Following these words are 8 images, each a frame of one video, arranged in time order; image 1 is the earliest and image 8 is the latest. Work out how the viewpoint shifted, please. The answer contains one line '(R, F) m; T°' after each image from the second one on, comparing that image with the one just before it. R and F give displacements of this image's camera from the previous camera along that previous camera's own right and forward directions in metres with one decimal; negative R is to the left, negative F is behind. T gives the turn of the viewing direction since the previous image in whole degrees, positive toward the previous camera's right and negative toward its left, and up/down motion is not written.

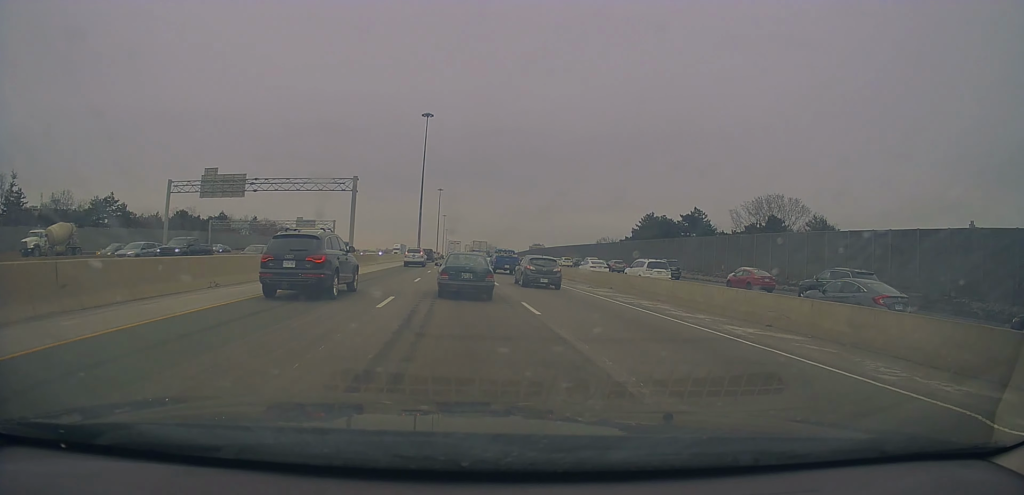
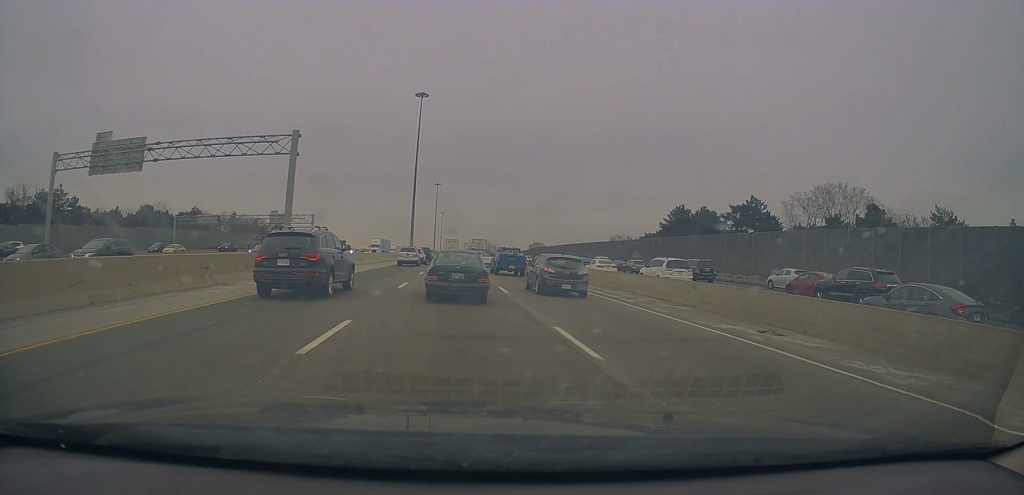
(+0.5, +17.7) m; +2°
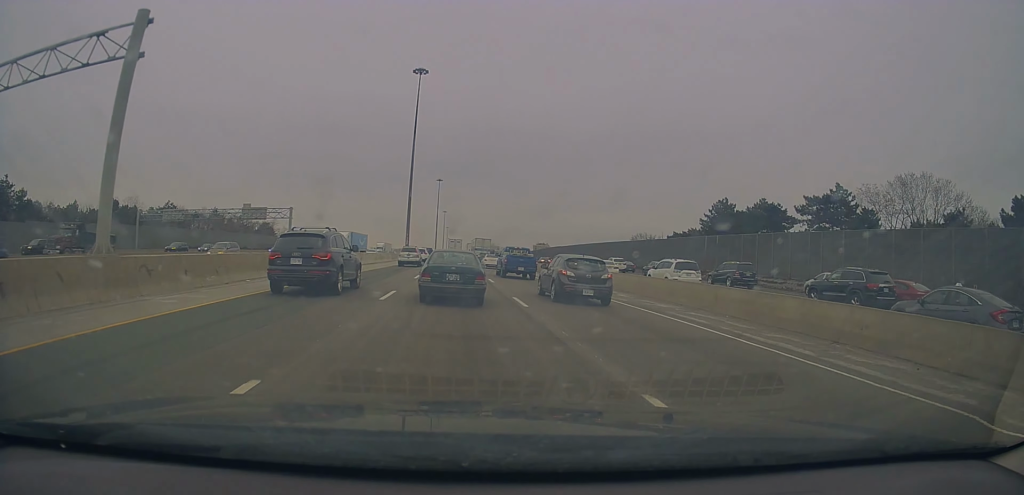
(0.0, +16.8) m; 0°
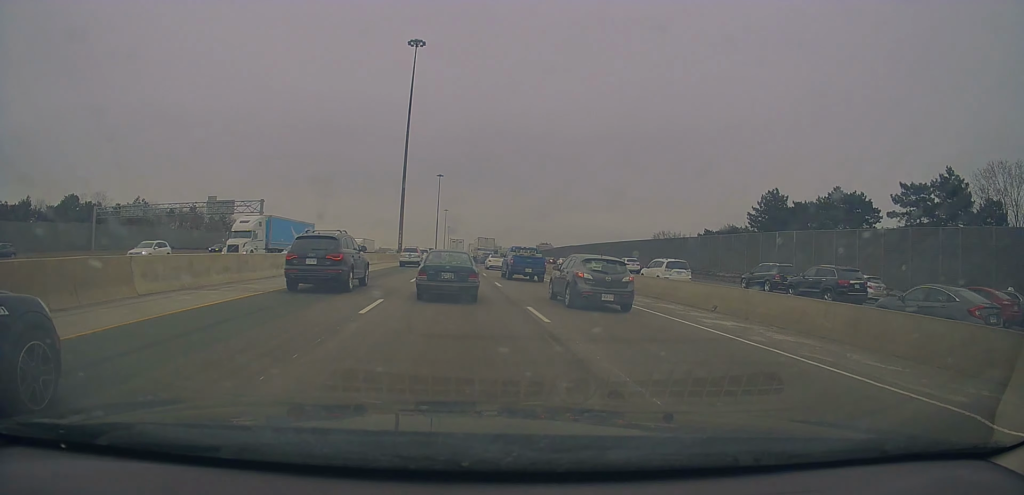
(0.0, +14.0) m; -1°
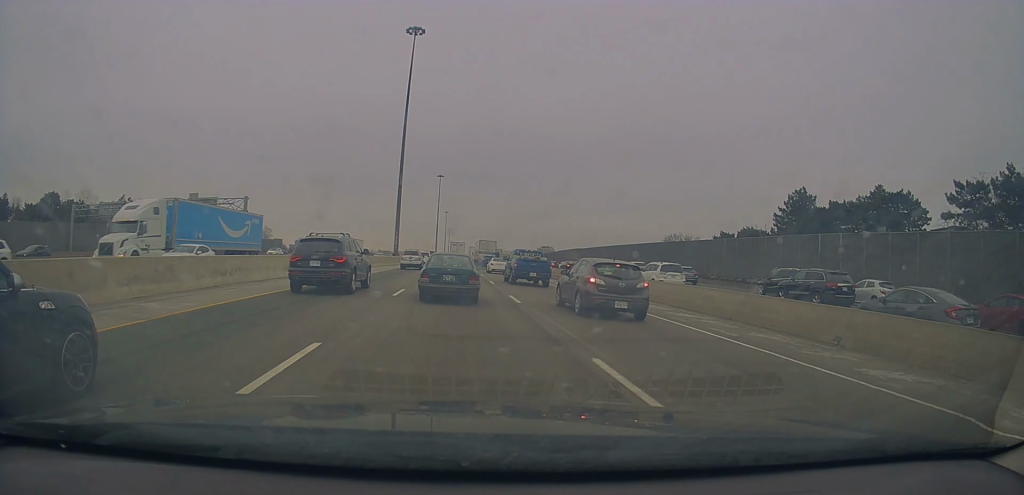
(-0.1, +6.1) m; -1°
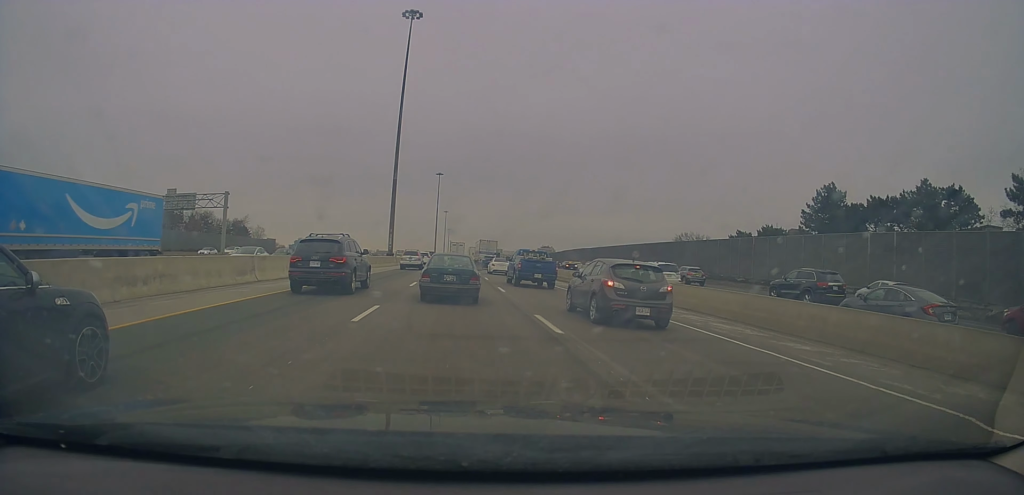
(0.0, +5.8) m; 0°
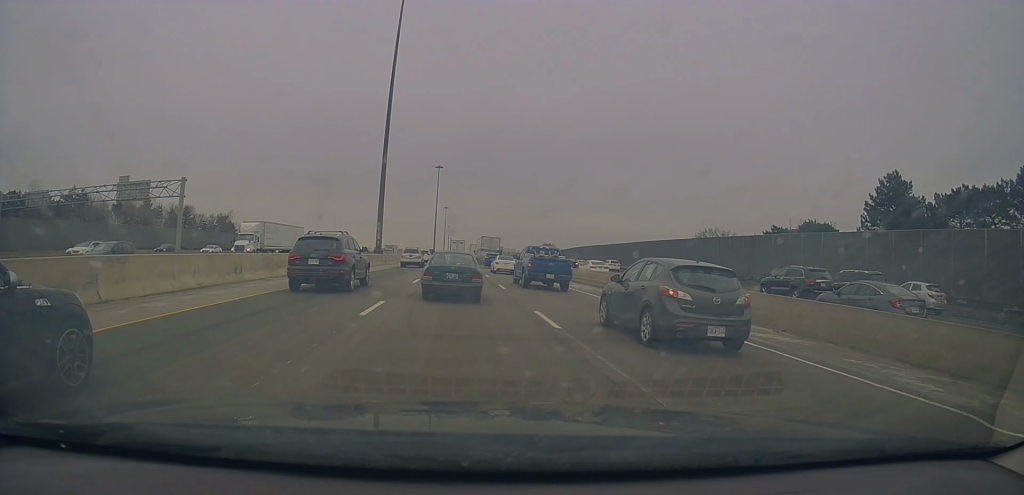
(+0.1, +10.6) m; +1°
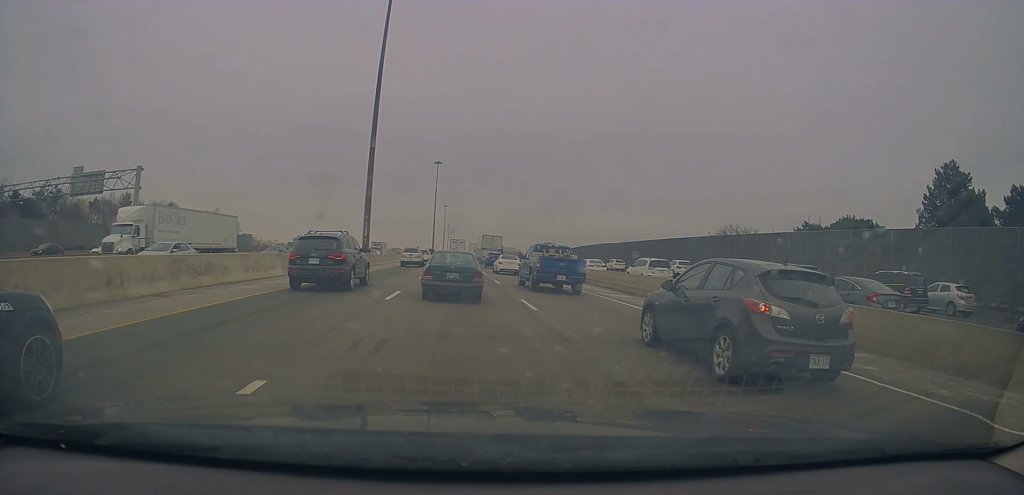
(+0.4, +8.7) m; -1°
